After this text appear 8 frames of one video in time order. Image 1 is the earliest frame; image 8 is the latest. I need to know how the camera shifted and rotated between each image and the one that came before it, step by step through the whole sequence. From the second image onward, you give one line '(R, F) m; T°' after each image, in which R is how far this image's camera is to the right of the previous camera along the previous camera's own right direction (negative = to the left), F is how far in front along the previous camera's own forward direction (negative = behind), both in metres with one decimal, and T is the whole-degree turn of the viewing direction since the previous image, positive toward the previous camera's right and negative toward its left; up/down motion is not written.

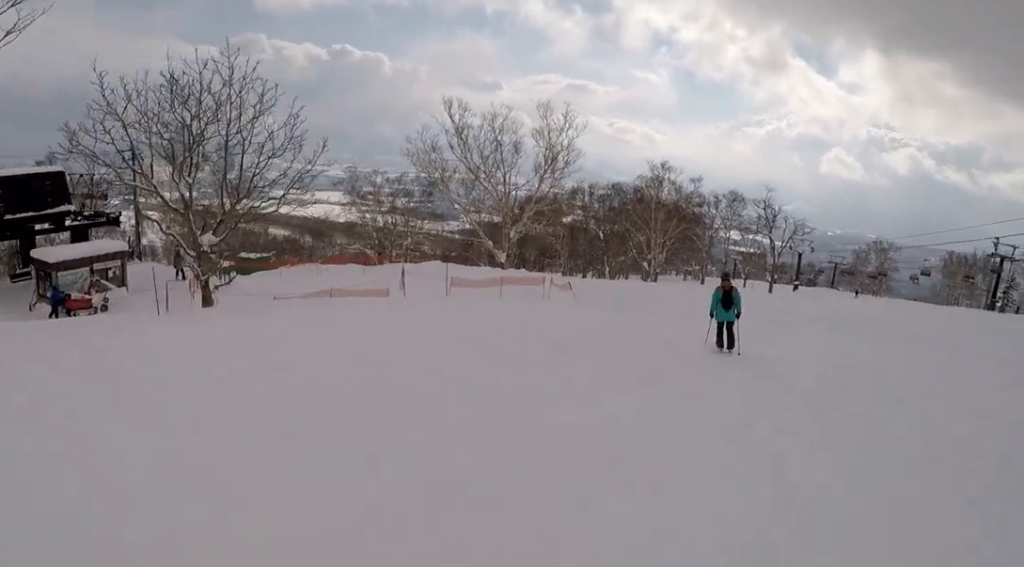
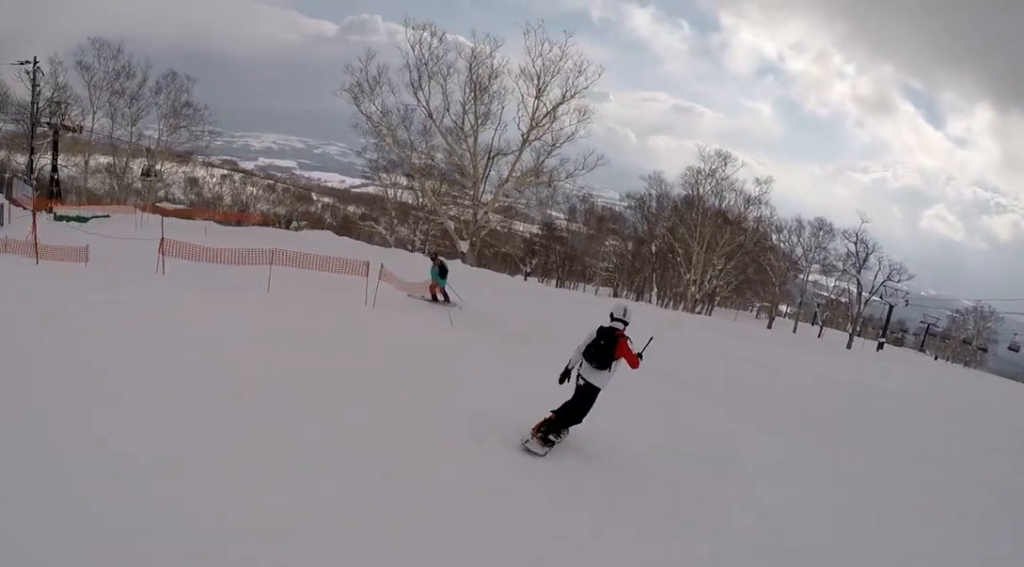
(-2.4, +15.7) m; -25°
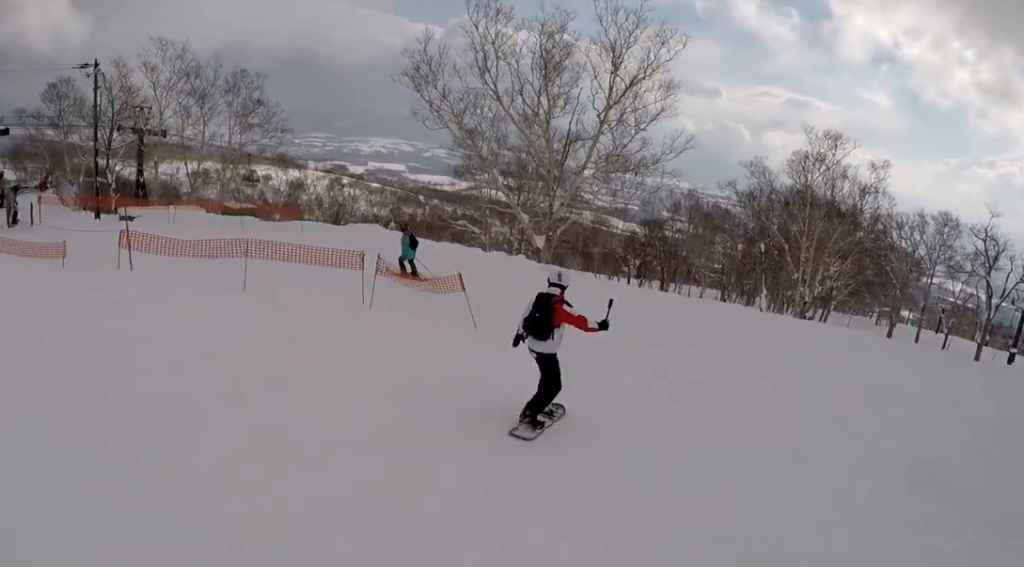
(-0.2, +3.4) m; -8°
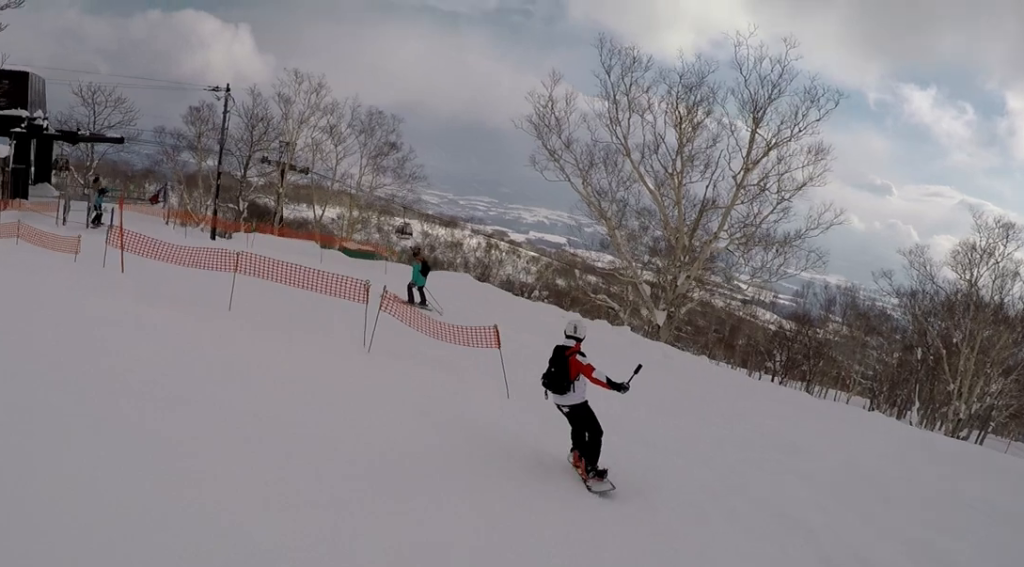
(+0.2, +3.2) m; -7°
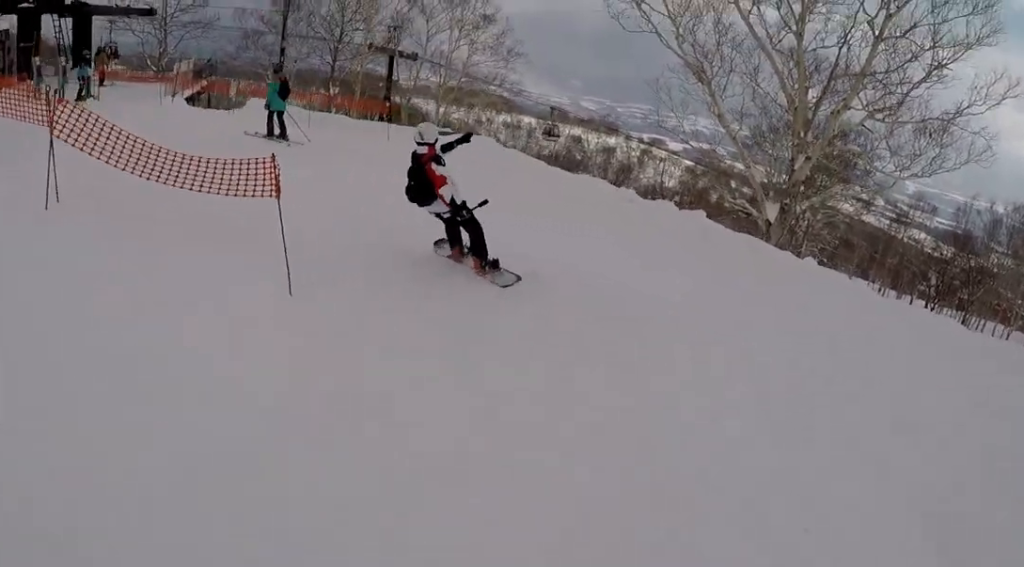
(-1.0, +5.1) m; -23°
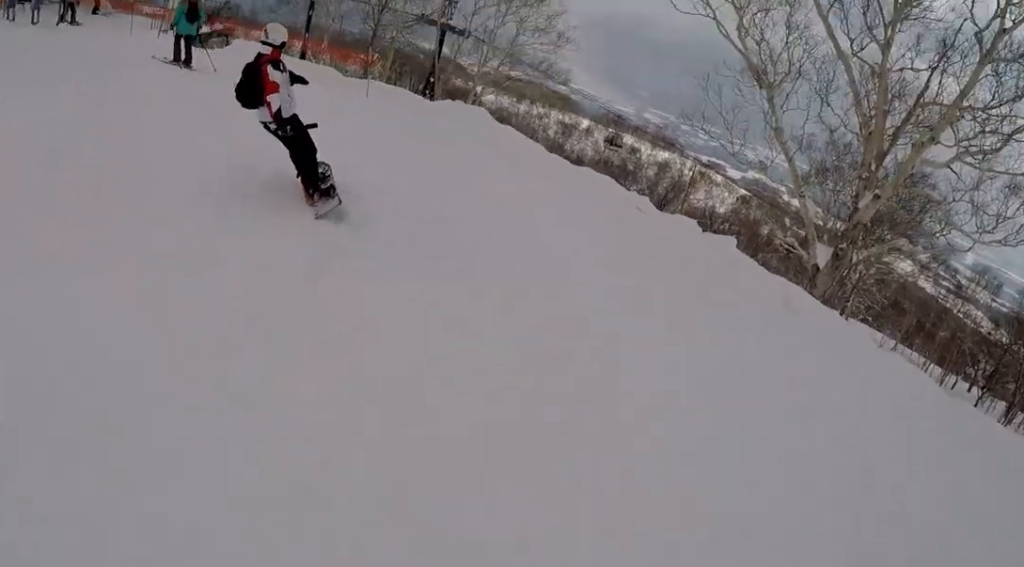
(-0.1, +2.5) m; -13°
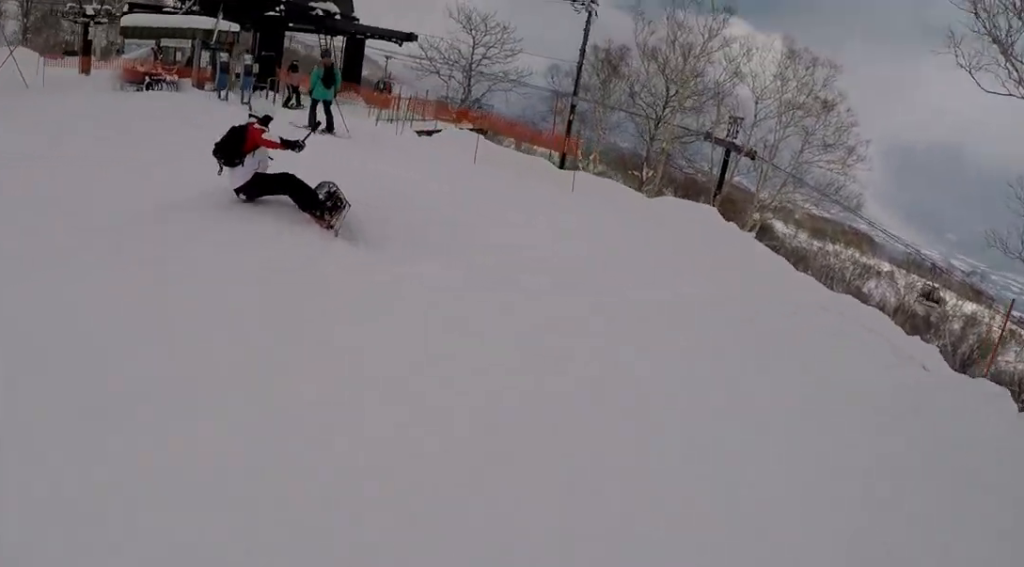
(-0.6, +2.5) m; -15°
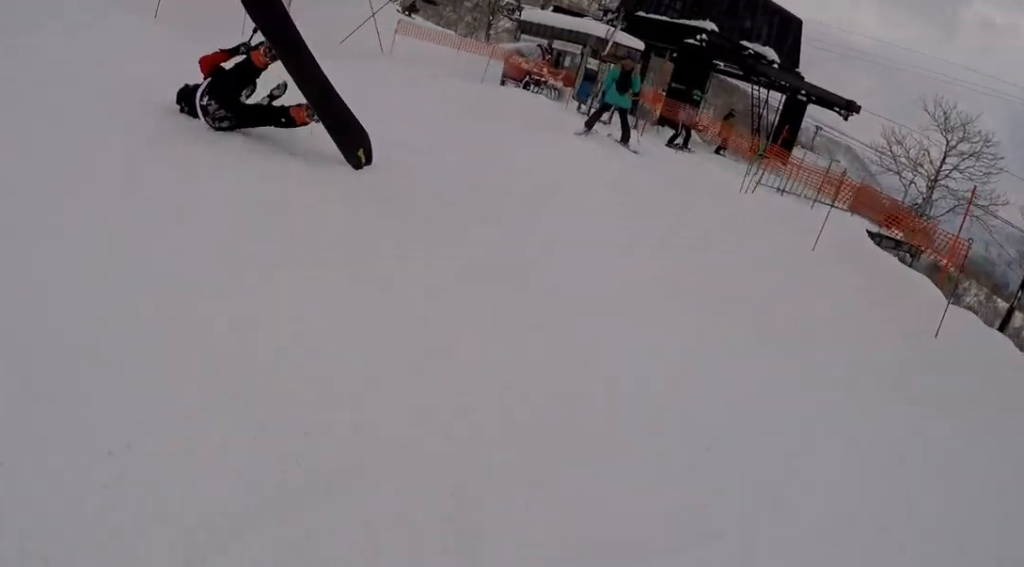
(-0.6, +3.2) m; -22°
